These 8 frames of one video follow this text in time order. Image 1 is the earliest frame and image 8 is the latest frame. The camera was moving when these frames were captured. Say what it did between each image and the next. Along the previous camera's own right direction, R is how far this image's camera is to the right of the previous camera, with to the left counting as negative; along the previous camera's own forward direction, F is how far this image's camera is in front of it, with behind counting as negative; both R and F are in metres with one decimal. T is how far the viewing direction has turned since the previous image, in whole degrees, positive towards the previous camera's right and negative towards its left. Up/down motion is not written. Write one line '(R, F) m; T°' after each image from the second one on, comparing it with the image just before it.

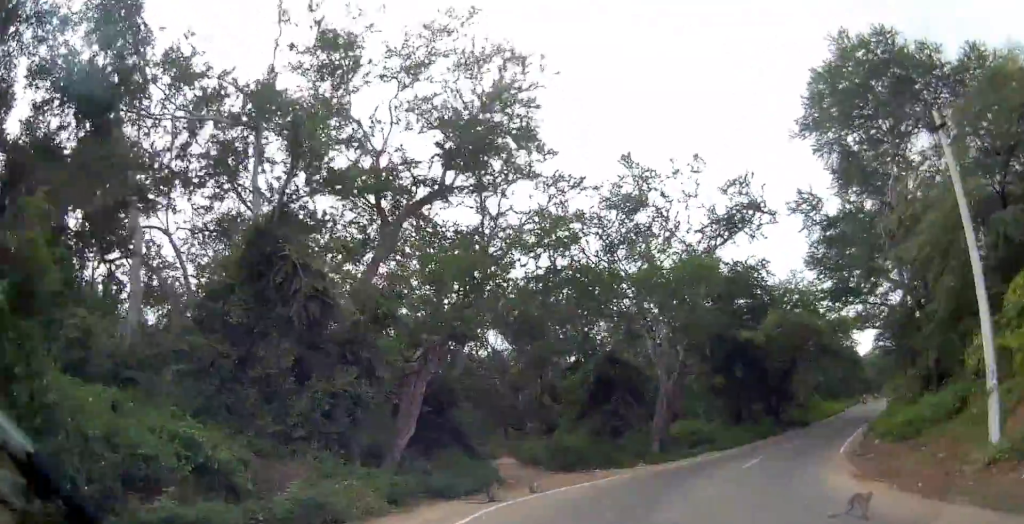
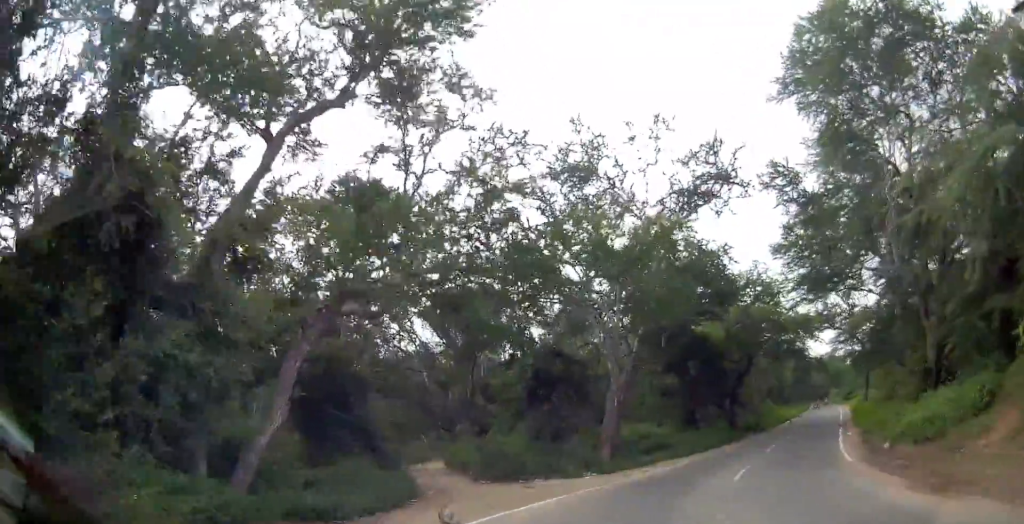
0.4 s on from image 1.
(0.0, +4.6) m; +7°
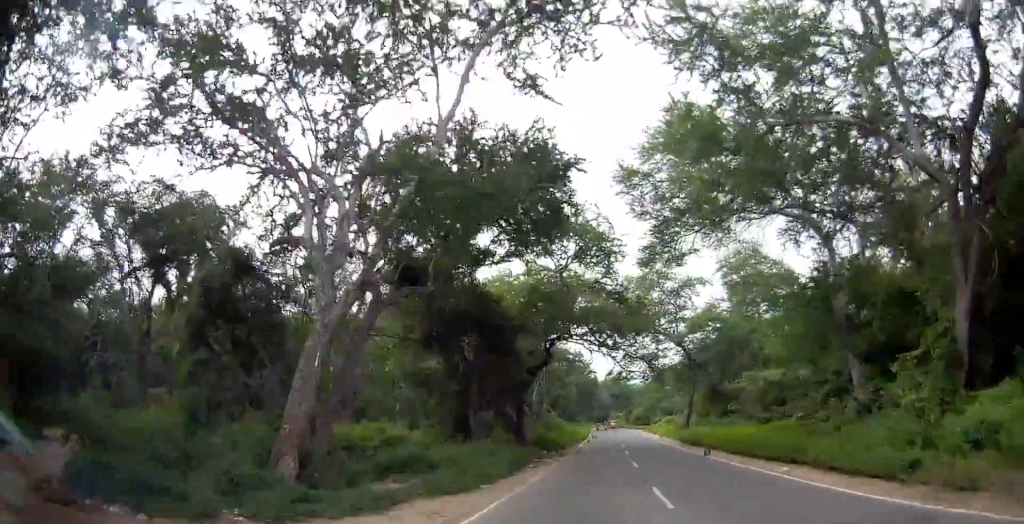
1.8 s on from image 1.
(+2.6, +13.8) m; +19°
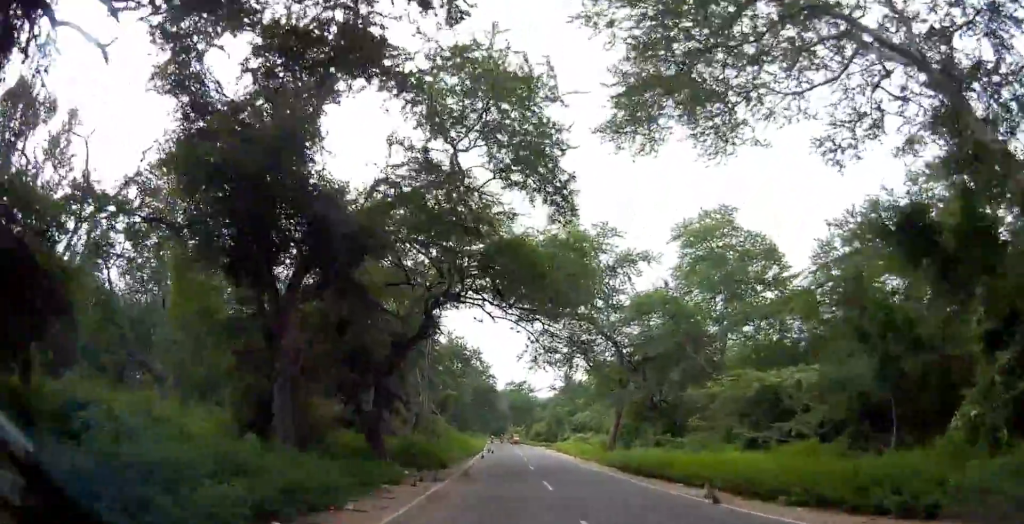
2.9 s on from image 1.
(+1.1, +12.6) m; +7°
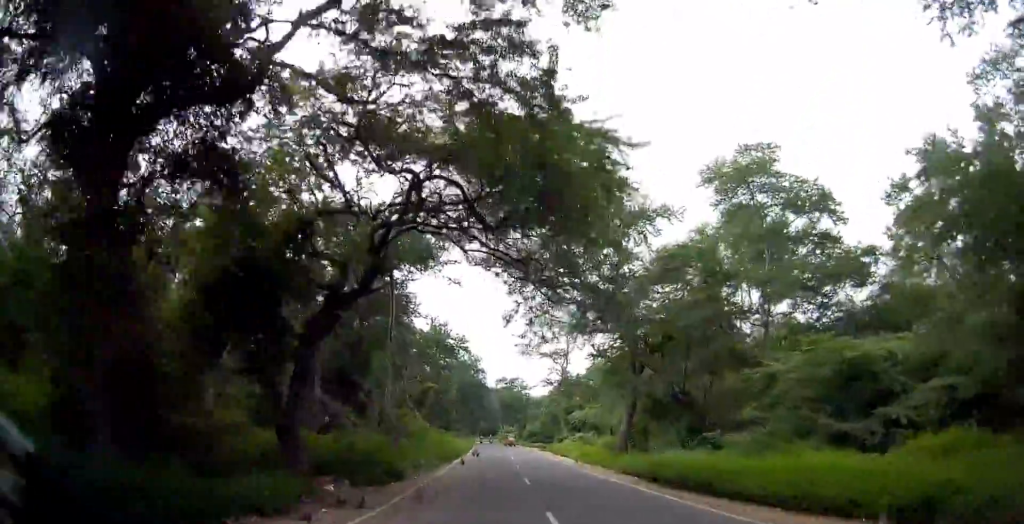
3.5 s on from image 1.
(+0.3, +7.8) m; 0°
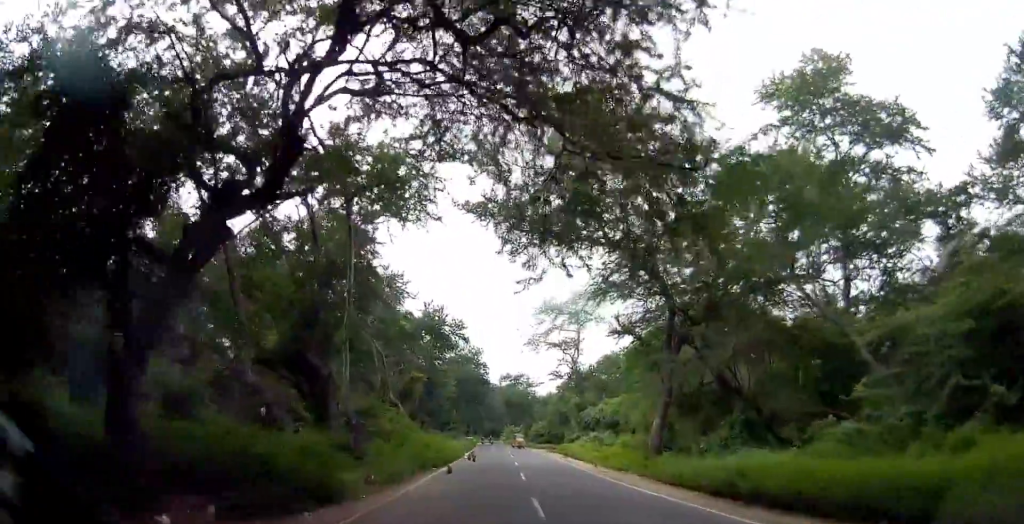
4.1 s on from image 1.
(-0.1, +7.4) m; -1°
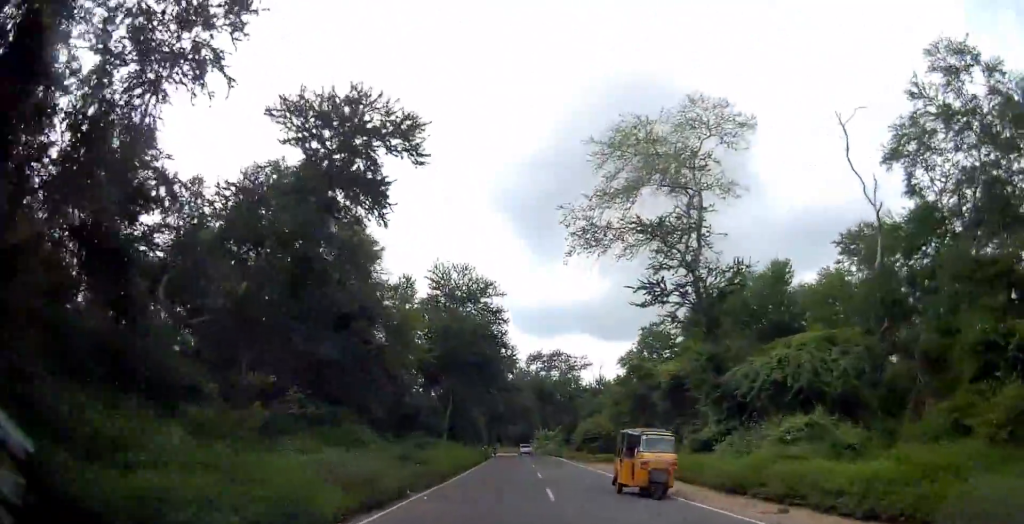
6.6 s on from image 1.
(-1.3, +34.4) m; -2°
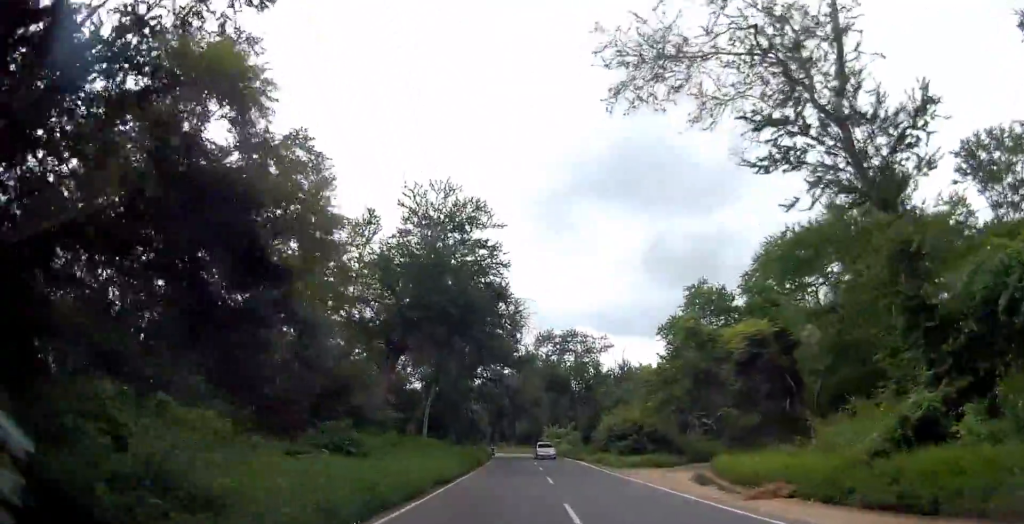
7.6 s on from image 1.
(+0.1, +13.6) m; 0°
